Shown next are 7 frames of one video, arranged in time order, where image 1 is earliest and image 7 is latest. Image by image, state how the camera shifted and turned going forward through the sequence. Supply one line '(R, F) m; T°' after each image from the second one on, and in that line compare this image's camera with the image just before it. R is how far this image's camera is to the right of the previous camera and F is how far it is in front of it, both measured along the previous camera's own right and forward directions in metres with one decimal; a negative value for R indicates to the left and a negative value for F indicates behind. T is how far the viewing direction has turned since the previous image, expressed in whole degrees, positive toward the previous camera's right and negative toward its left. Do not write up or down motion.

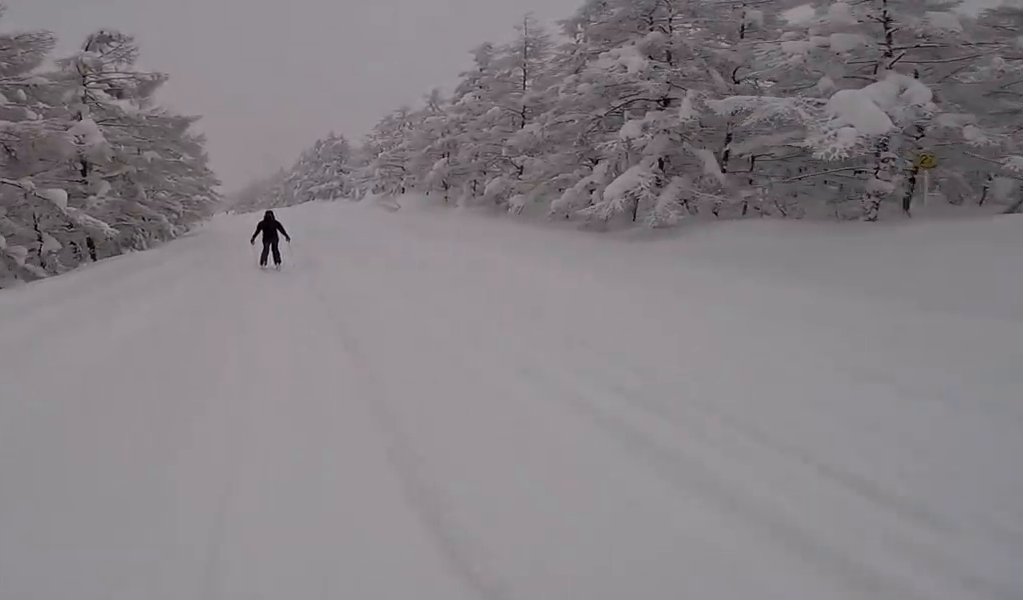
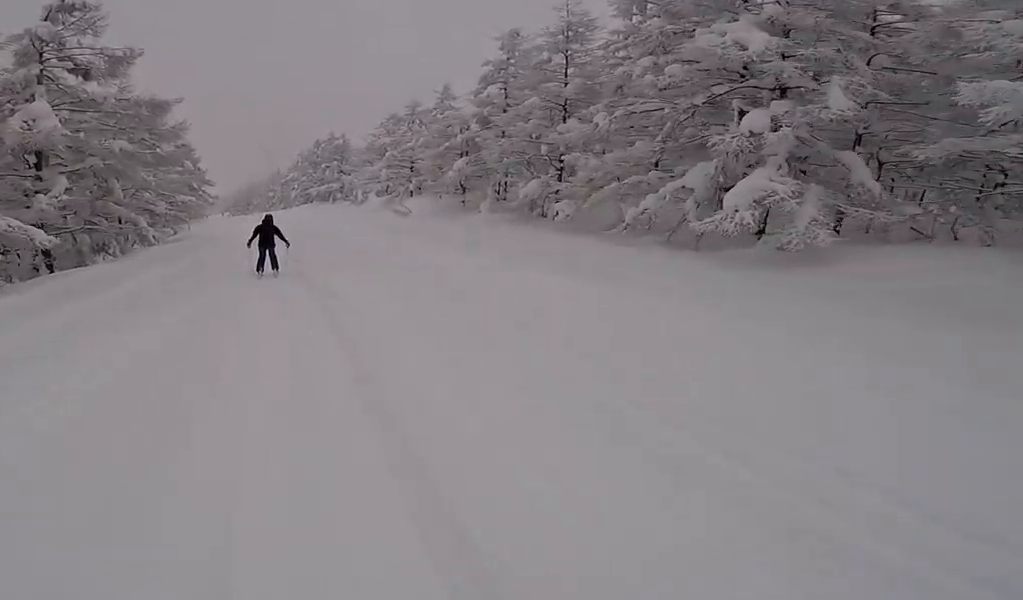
(+0.3, +4.6) m; 0°
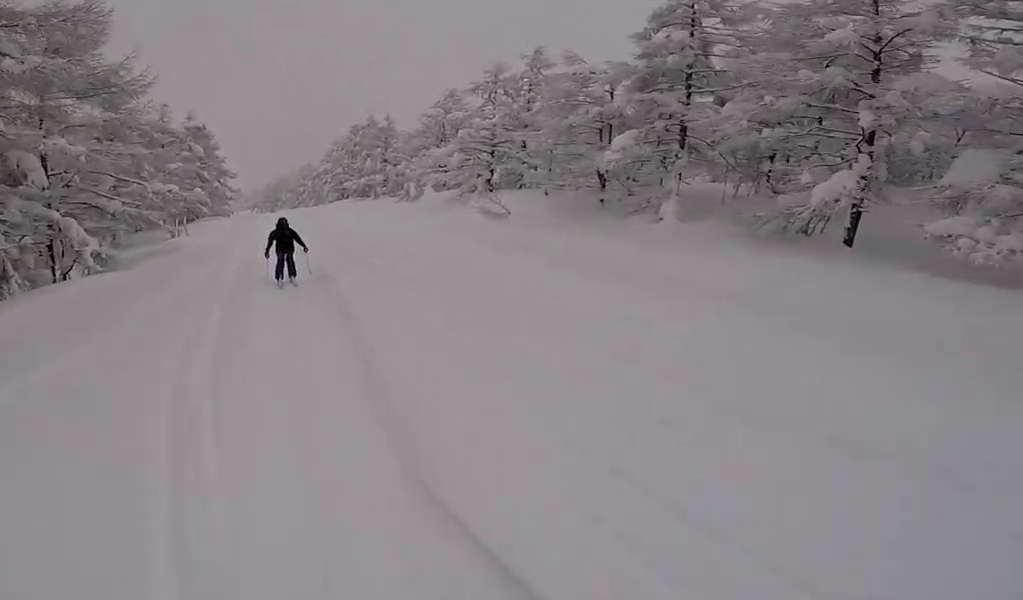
(-0.5, +13.1) m; -7°
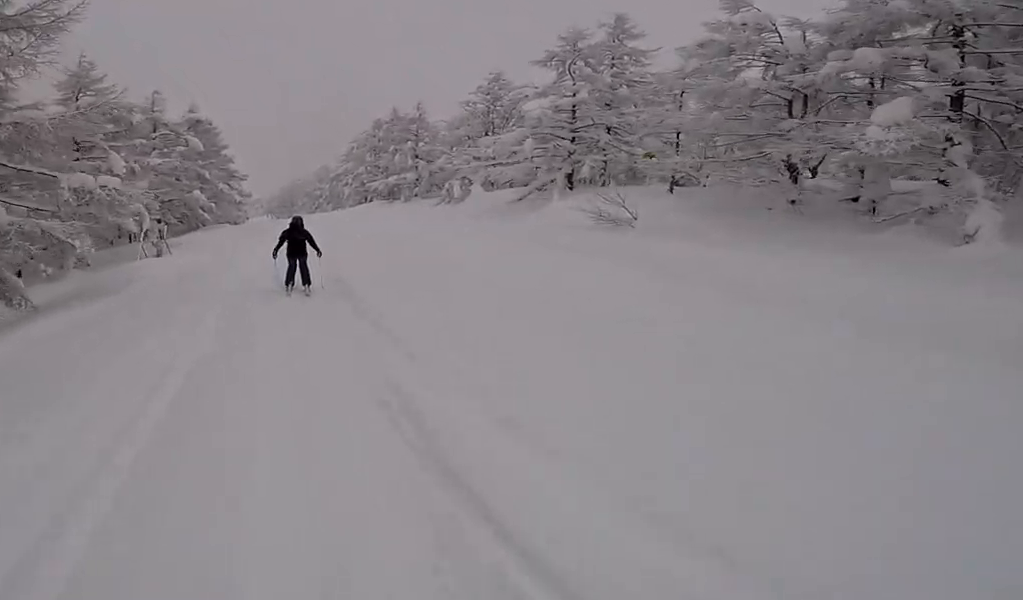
(-0.4, +8.8) m; +7°
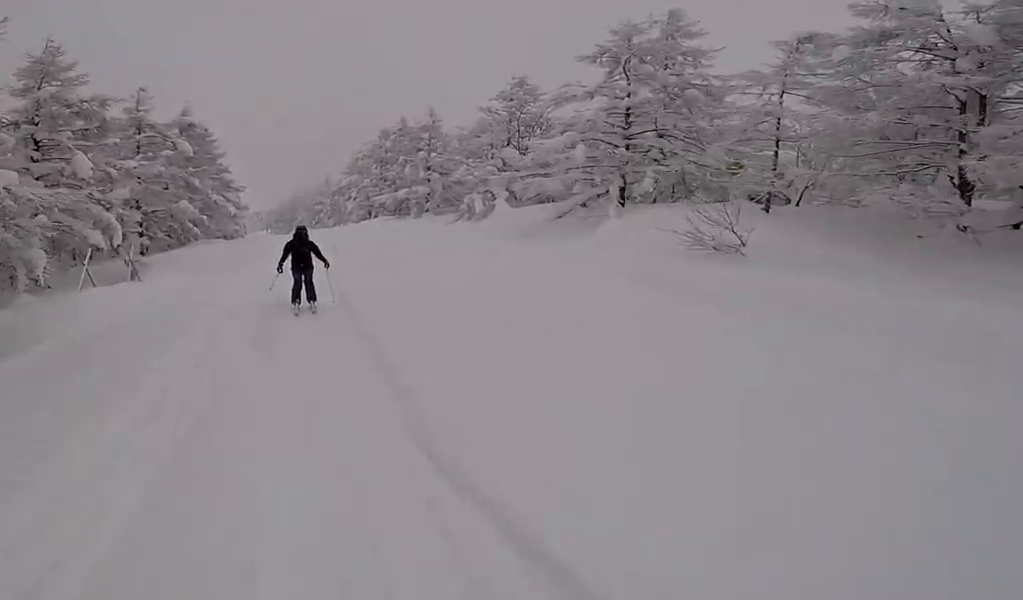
(+0.6, +4.5) m; +3°
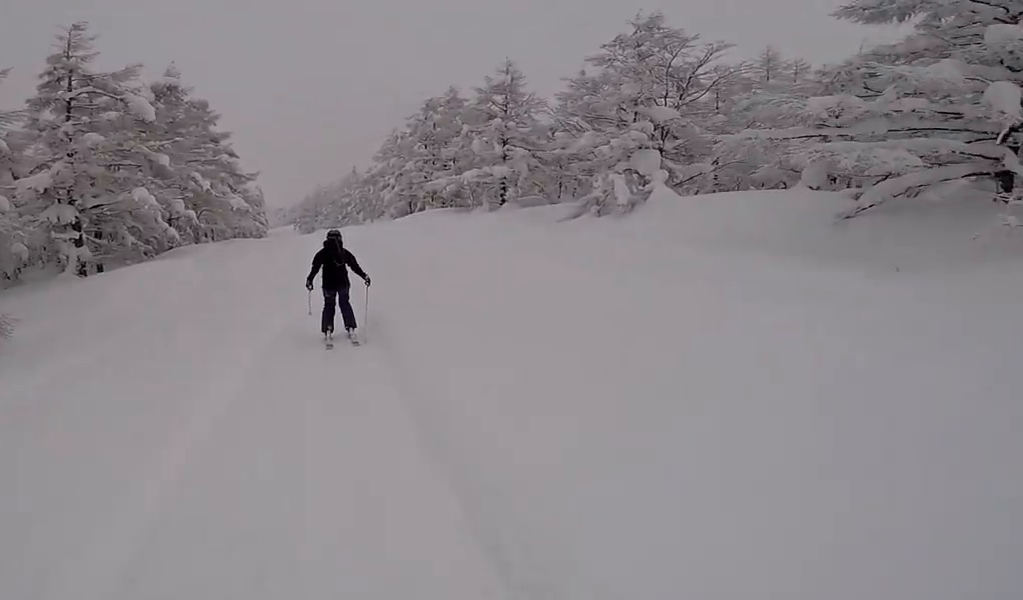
(+0.1, +12.7) m; -2°
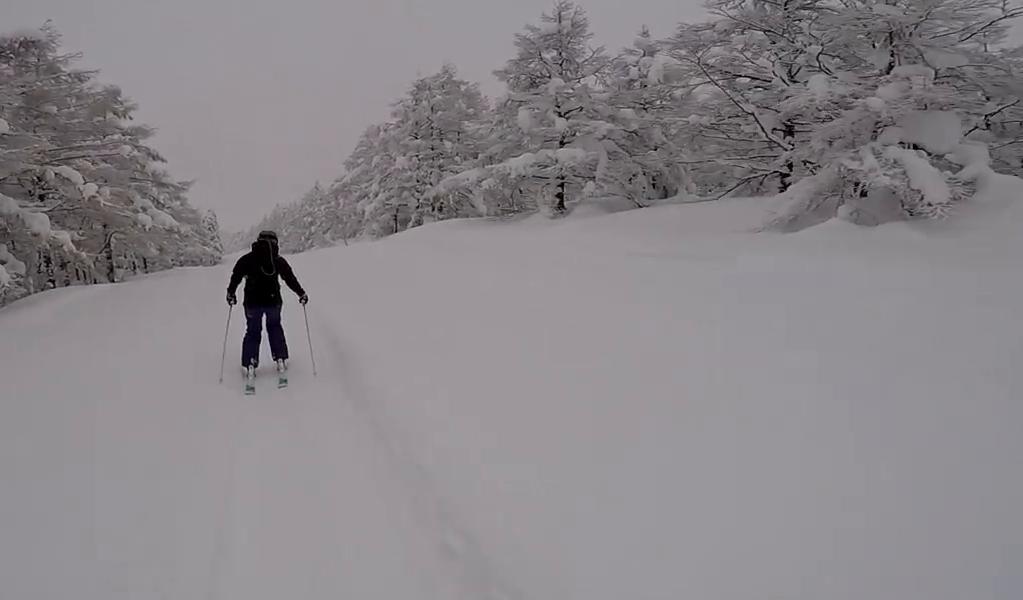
(0.0, +11.4) m; -3°
